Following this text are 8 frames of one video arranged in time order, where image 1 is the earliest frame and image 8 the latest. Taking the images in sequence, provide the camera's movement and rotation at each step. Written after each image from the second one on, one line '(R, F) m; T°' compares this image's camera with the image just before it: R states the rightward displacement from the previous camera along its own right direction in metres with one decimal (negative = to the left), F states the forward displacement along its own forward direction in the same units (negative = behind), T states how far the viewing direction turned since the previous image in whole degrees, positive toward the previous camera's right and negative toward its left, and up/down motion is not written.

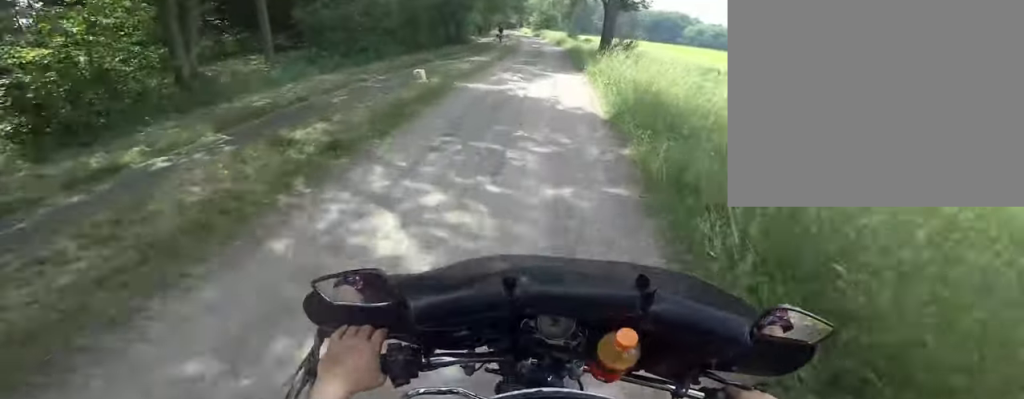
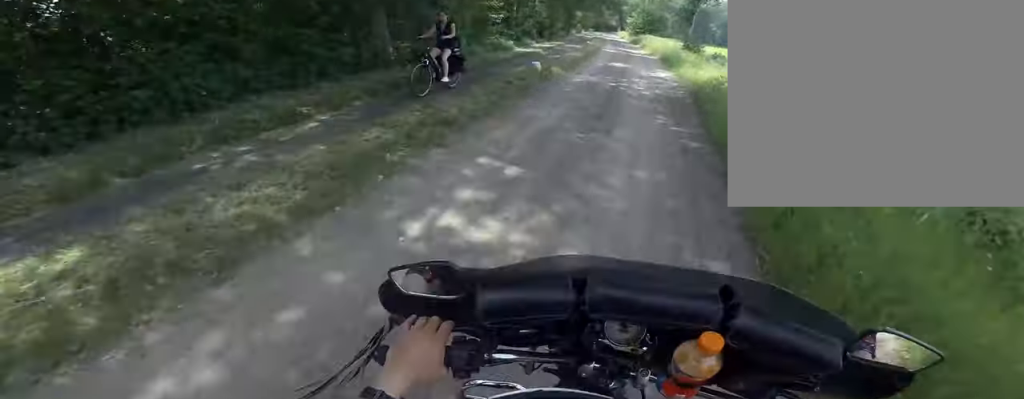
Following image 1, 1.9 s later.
(-0.2, +14.9) m; -1°
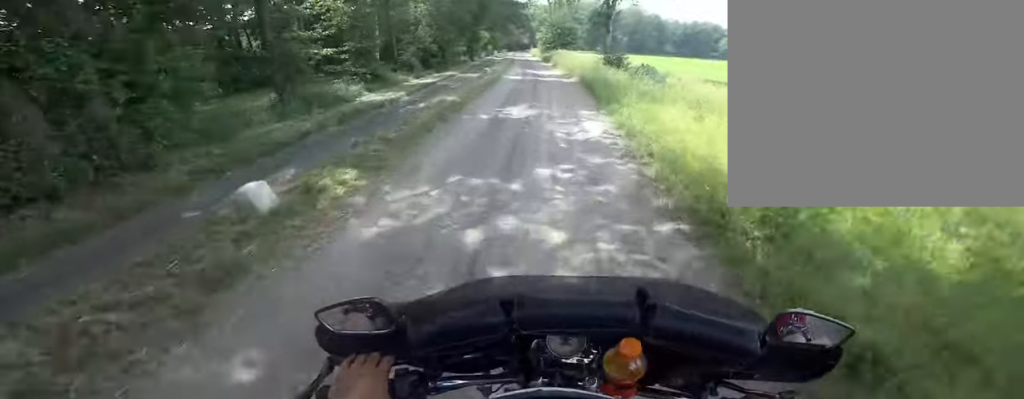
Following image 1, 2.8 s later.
(0.0, +7.2) m; 0°
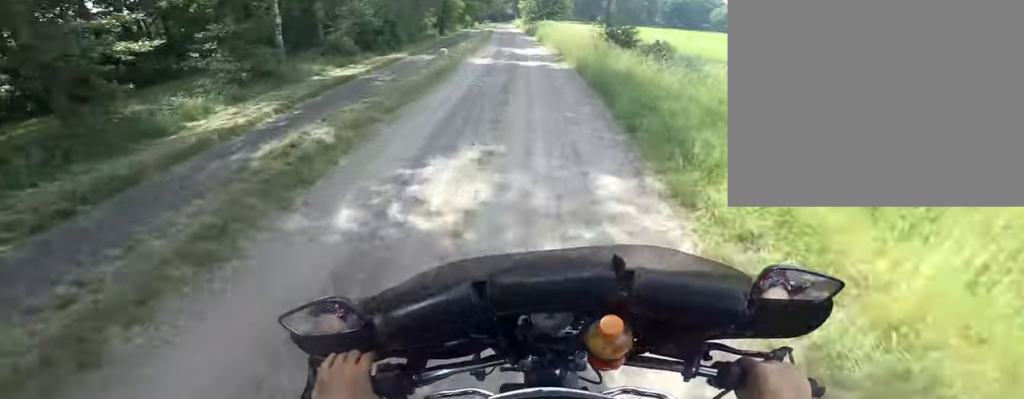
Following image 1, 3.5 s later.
(0.0, +5.3) m; 0°
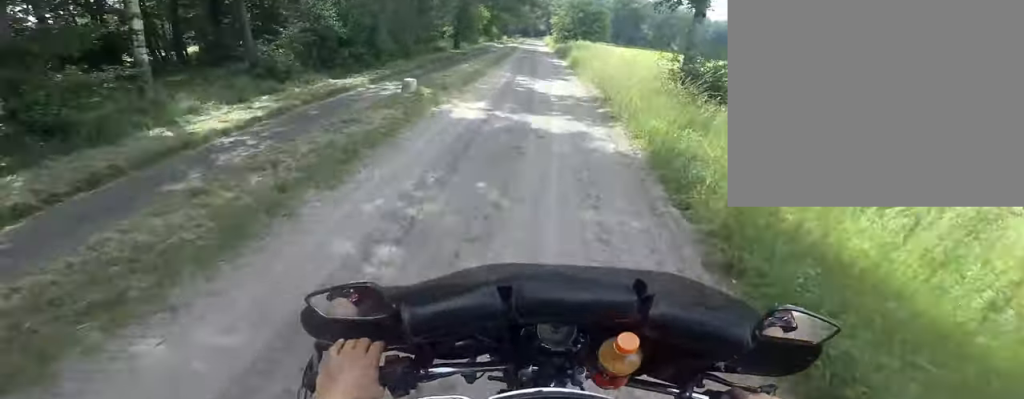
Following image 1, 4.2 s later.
(0.0, +5.9) m; +2°
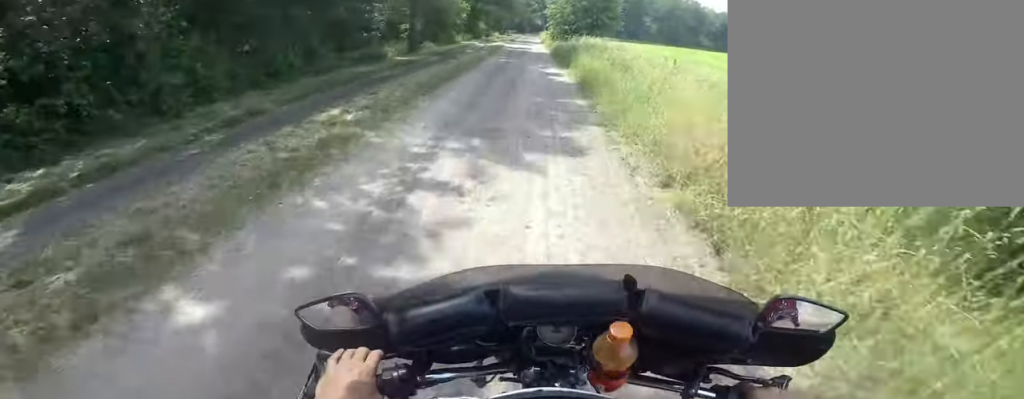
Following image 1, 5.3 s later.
(+0.3, +8.0) m; -1°
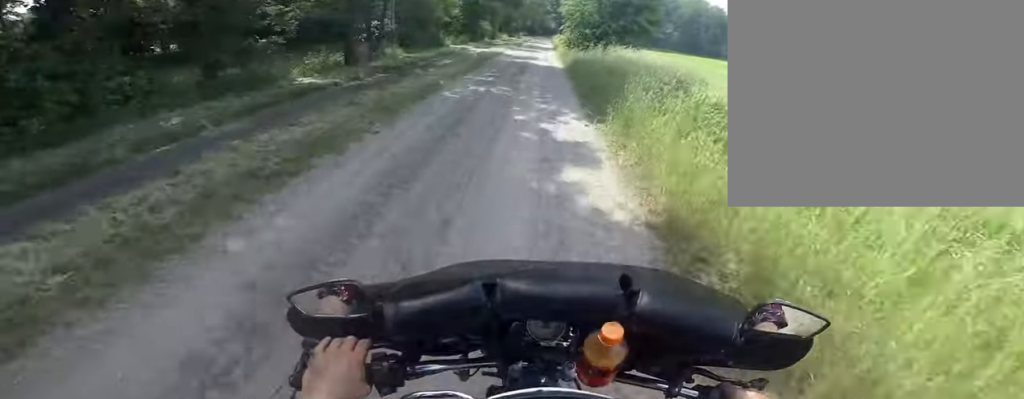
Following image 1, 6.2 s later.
(-0.4, +7.1) m; -4°
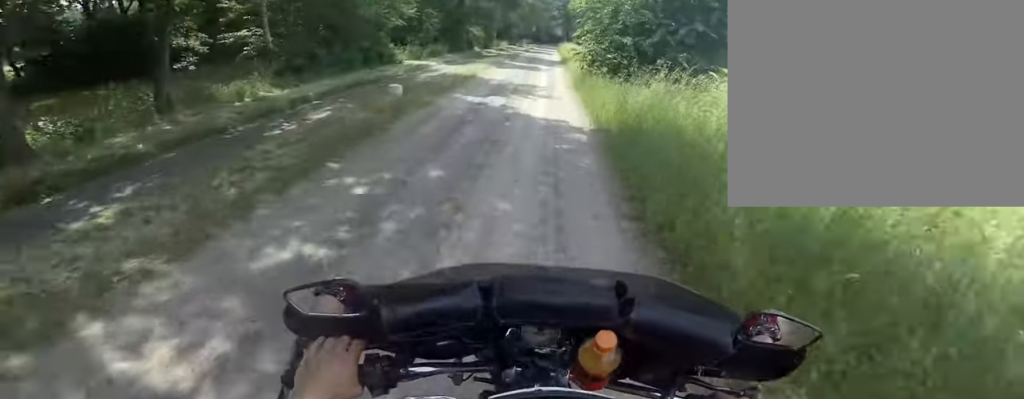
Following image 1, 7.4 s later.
(-0.2, +9.3) m; -1°
